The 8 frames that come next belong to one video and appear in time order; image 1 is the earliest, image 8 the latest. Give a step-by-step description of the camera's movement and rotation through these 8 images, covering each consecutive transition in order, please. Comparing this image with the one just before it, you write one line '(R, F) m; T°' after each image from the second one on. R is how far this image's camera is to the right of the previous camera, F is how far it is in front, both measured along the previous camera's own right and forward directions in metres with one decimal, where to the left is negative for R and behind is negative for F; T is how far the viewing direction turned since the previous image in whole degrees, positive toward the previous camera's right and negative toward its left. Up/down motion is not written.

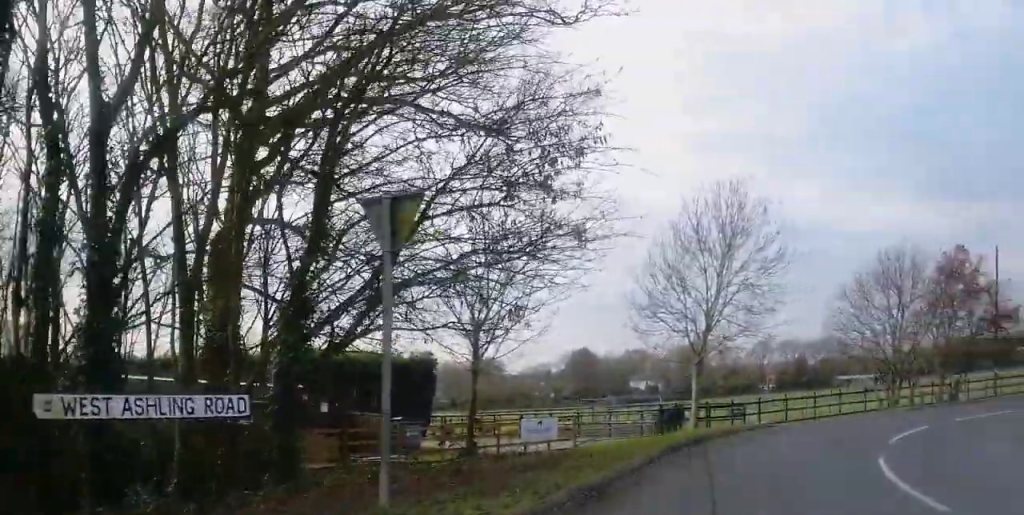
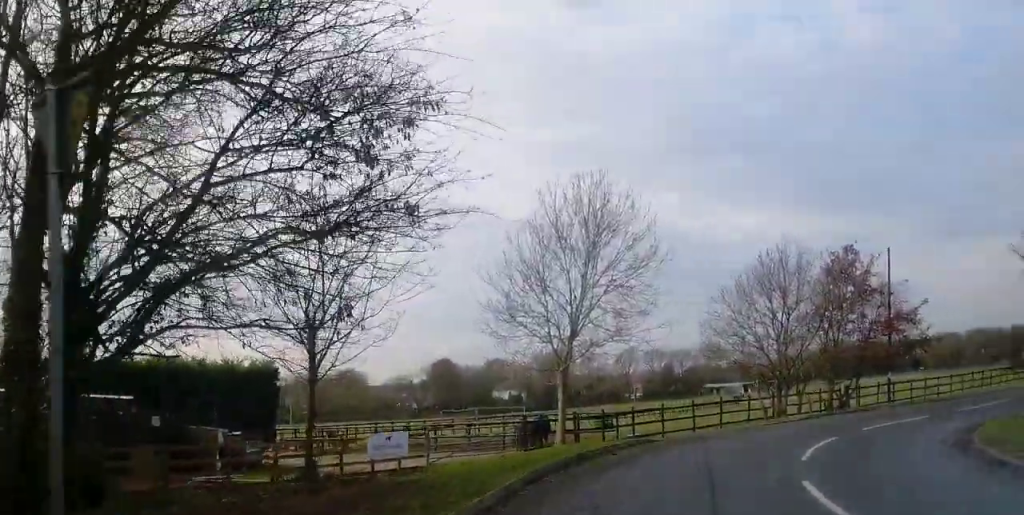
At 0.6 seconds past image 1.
(+0.3, +2.6) m; +4°
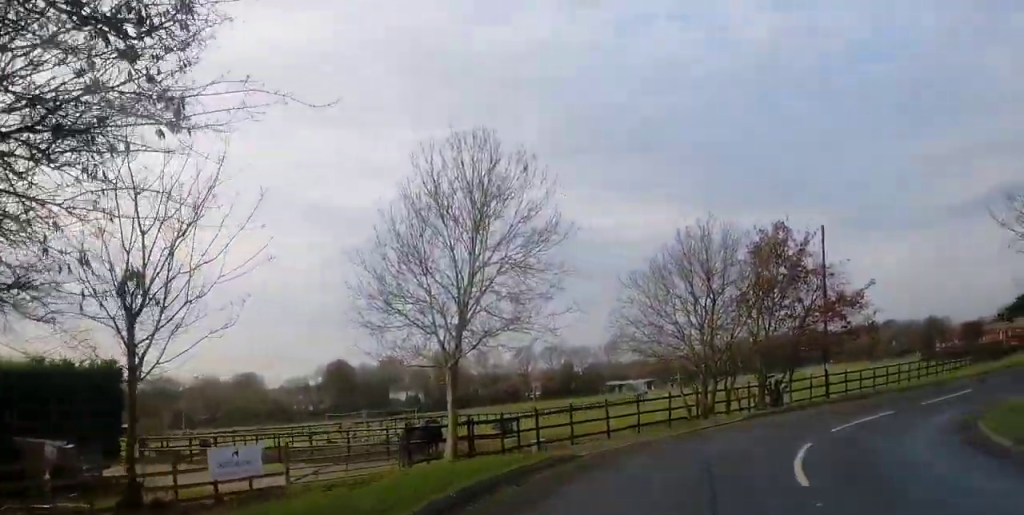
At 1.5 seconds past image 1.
(+0.1, +4.5) m; +7°
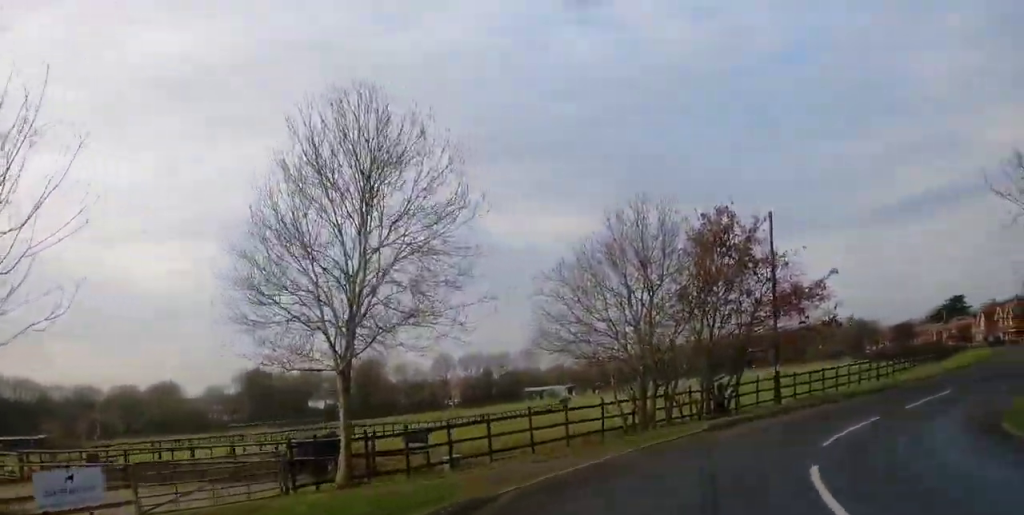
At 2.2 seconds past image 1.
(+0.2, +3.9) m; +7°
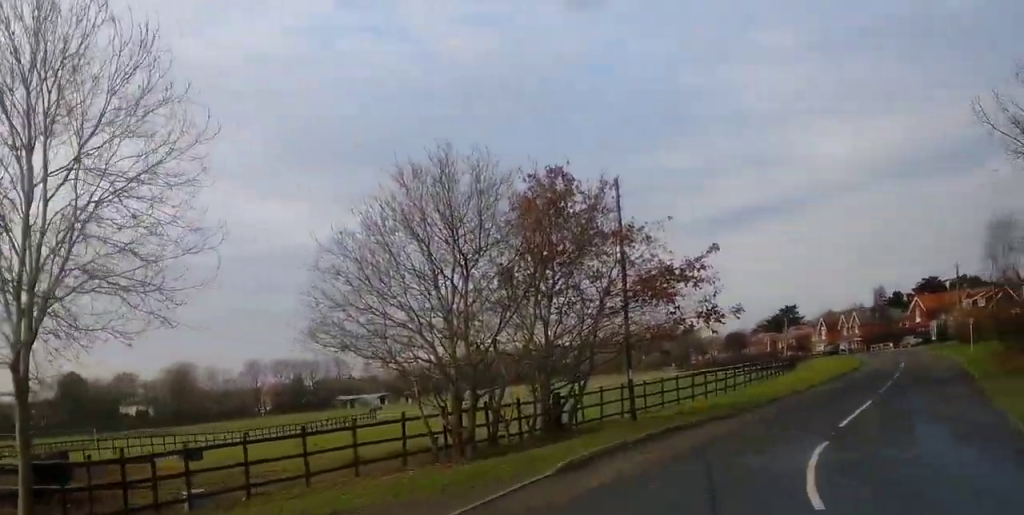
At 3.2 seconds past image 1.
(+0.8, +6.8) m; +13°
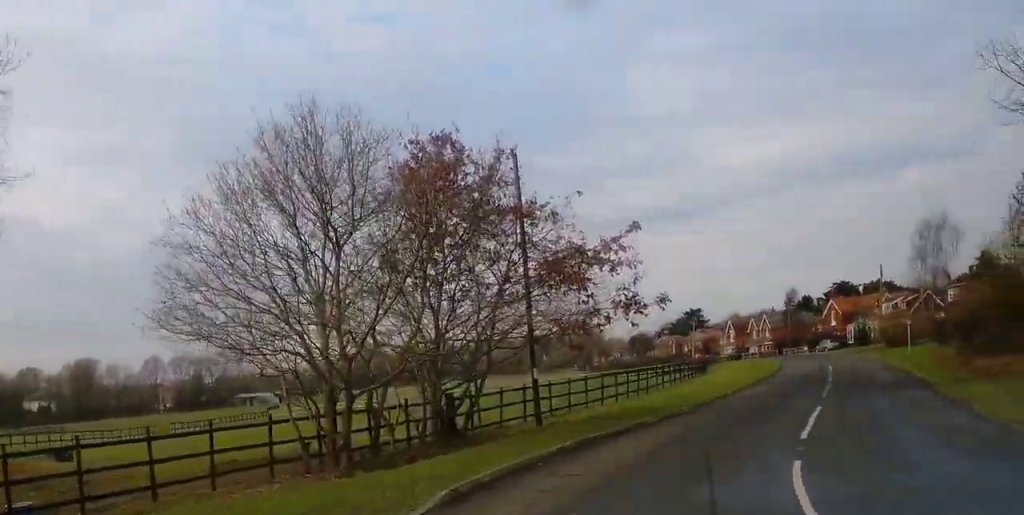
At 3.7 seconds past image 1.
(-0.1, +3.1) m; +6°
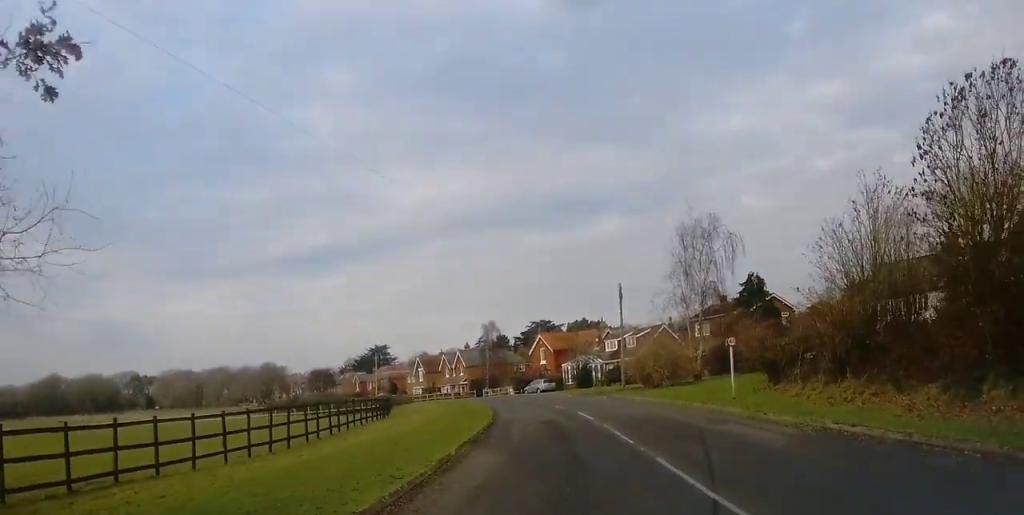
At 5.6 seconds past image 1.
(+3.6, +14.6) m; +23°
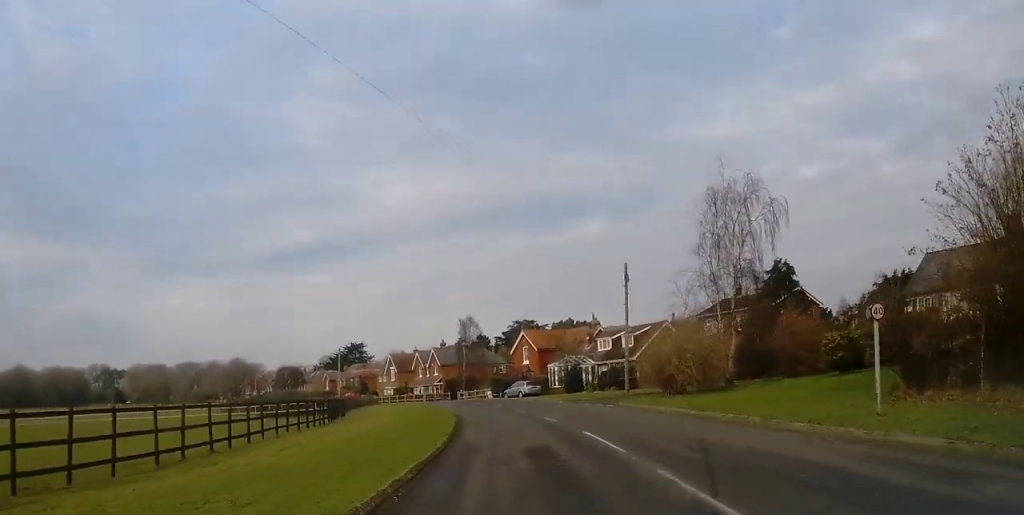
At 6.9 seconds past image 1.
(+1.0, +10.6) m; +4°
